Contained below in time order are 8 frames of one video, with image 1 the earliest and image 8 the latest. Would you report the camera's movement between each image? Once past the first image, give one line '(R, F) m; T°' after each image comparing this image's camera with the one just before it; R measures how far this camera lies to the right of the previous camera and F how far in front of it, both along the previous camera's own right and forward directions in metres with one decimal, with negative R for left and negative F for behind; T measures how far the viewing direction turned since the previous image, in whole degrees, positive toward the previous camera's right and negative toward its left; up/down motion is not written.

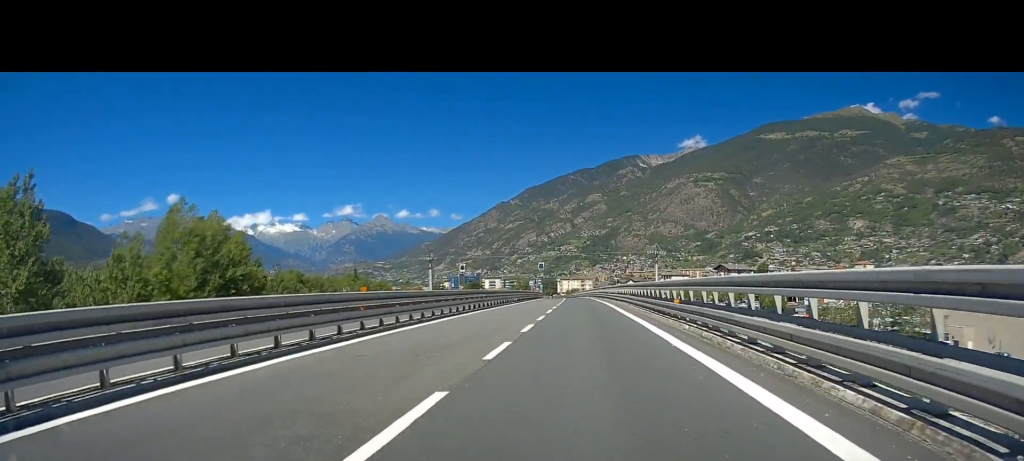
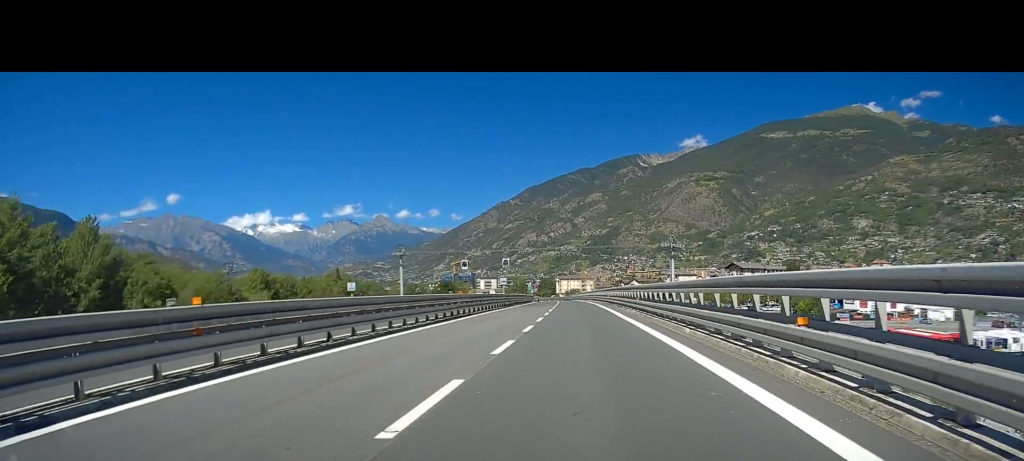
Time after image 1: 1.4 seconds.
(-0.8, +34.2) m; -2°
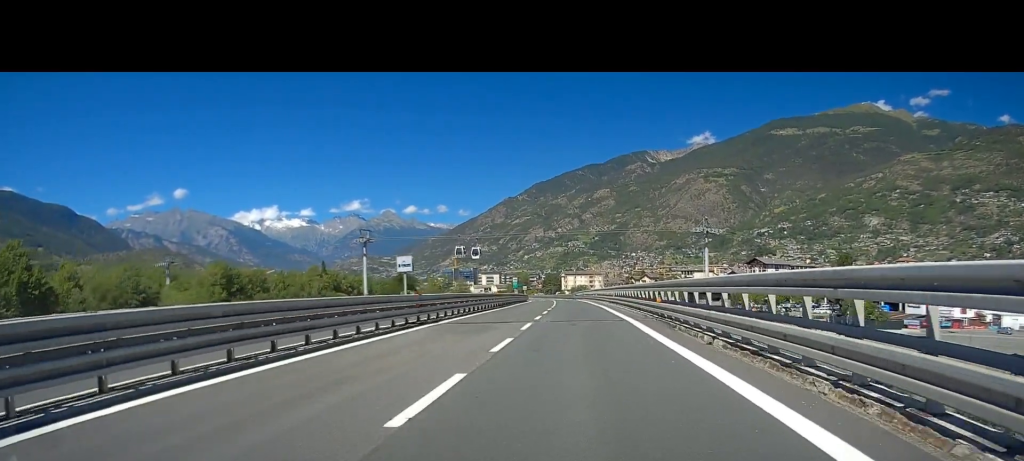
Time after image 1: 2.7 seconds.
(-0.1, +32.8) m; 0°
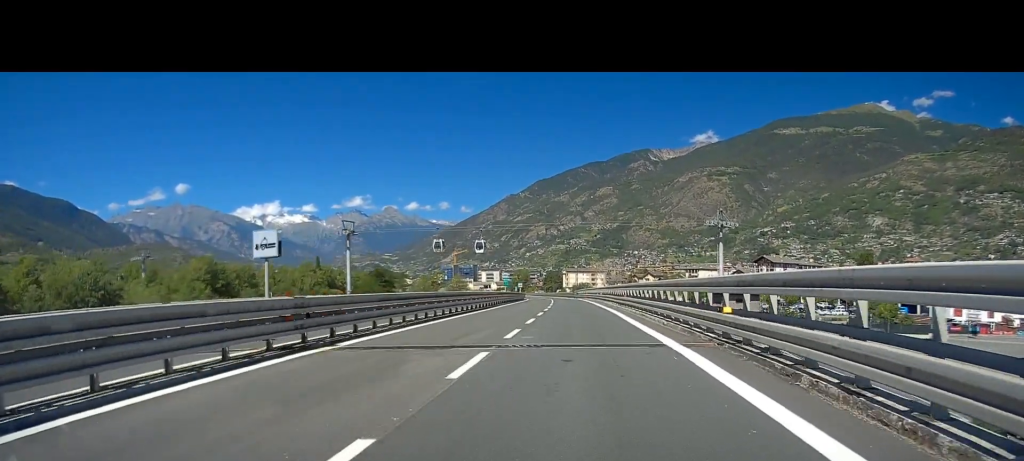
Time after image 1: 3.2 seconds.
(0.0, +9.8) m; 0°
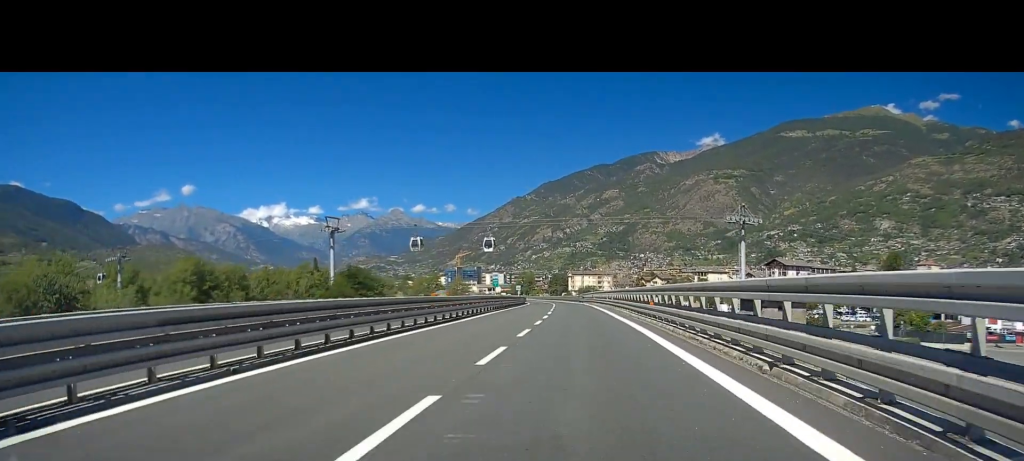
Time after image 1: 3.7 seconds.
(0.0, +10.1) m; 0°
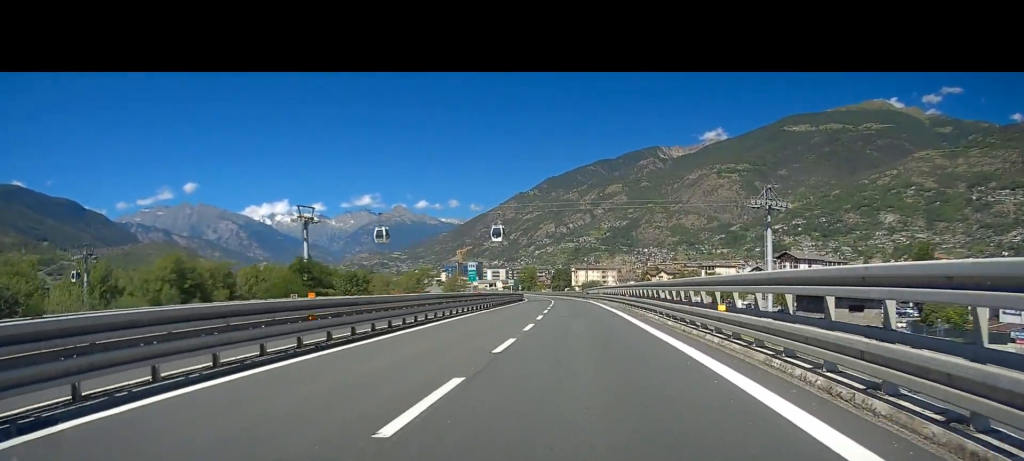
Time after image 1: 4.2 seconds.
(0.0, +10.5) m; 0°
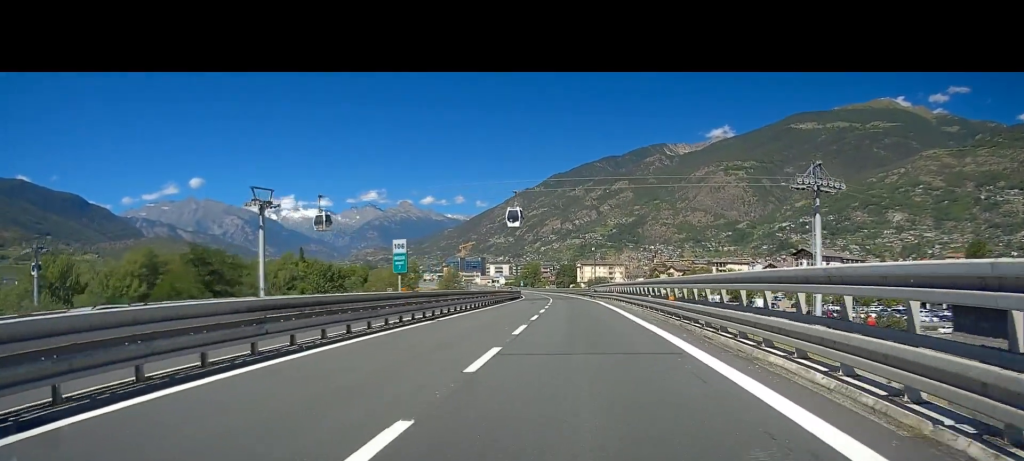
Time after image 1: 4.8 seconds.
(0.0, +13.3) m; -1°
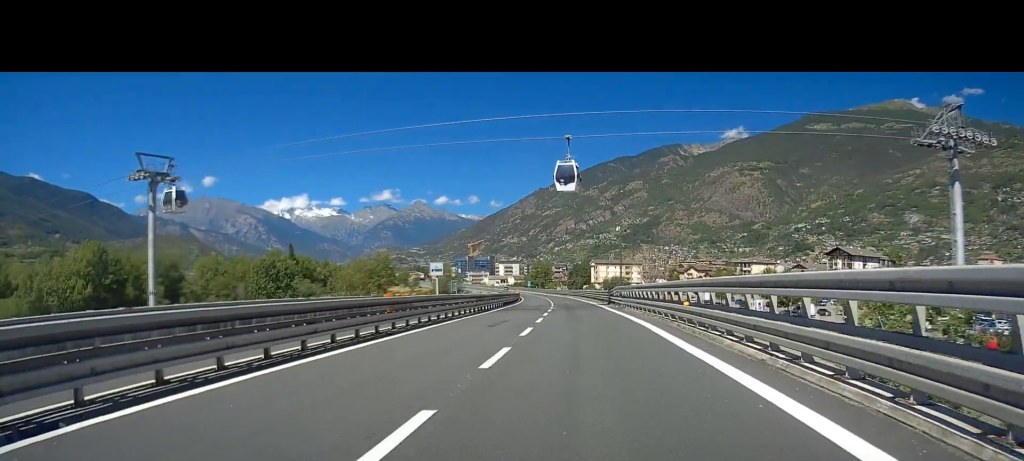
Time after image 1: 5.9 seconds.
(-0.3, +24.5) m; -2°
